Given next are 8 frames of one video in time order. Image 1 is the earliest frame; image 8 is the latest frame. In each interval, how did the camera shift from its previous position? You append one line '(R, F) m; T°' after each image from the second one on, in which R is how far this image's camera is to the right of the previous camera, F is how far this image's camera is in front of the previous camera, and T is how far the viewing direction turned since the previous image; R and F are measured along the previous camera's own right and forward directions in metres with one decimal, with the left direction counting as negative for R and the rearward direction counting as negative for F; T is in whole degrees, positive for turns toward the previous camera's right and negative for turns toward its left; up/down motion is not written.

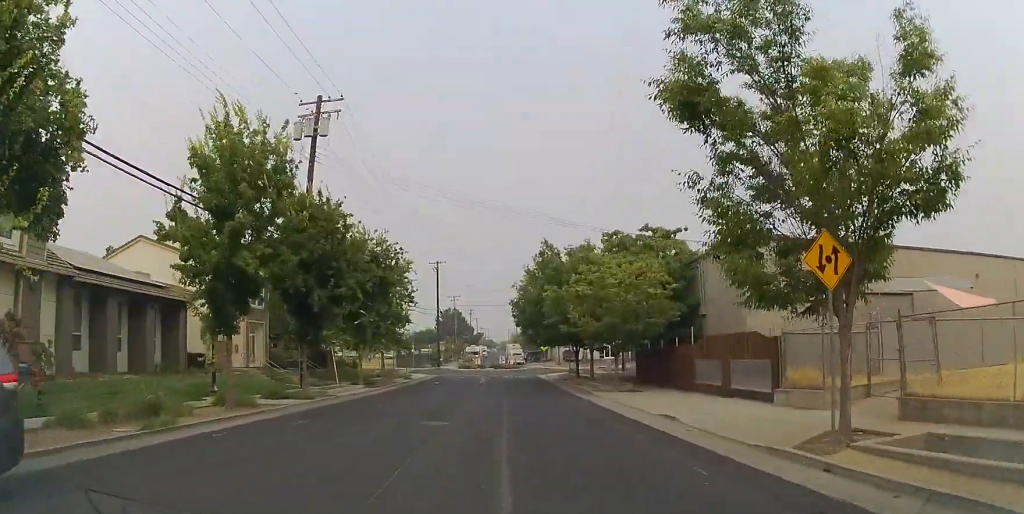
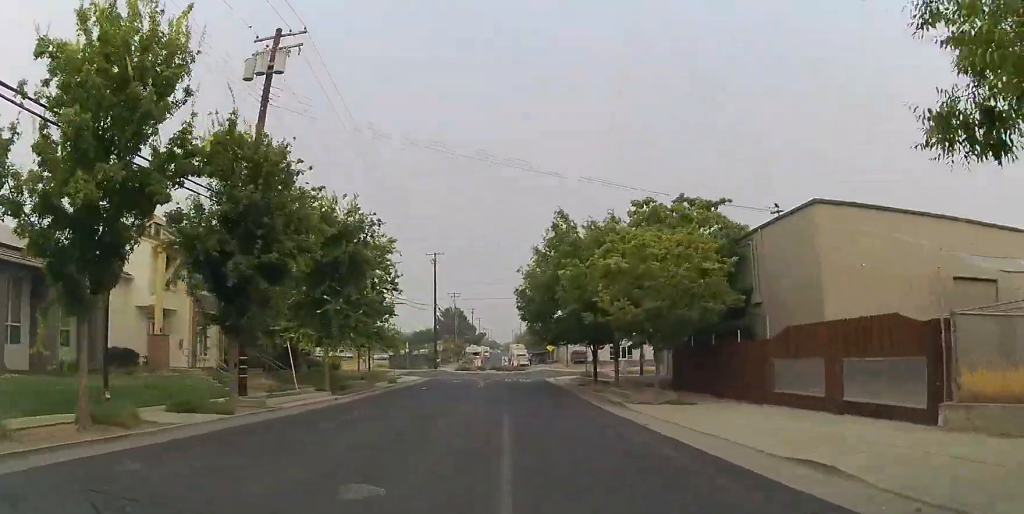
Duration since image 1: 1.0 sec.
(0.0, +6.8) m; 0°
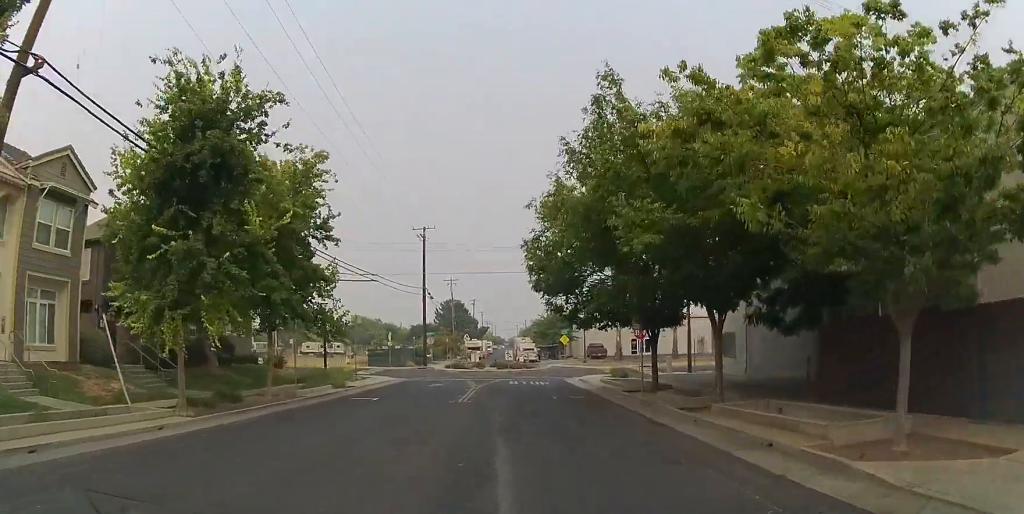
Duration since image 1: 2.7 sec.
(0.0, +12.4) m; 0°
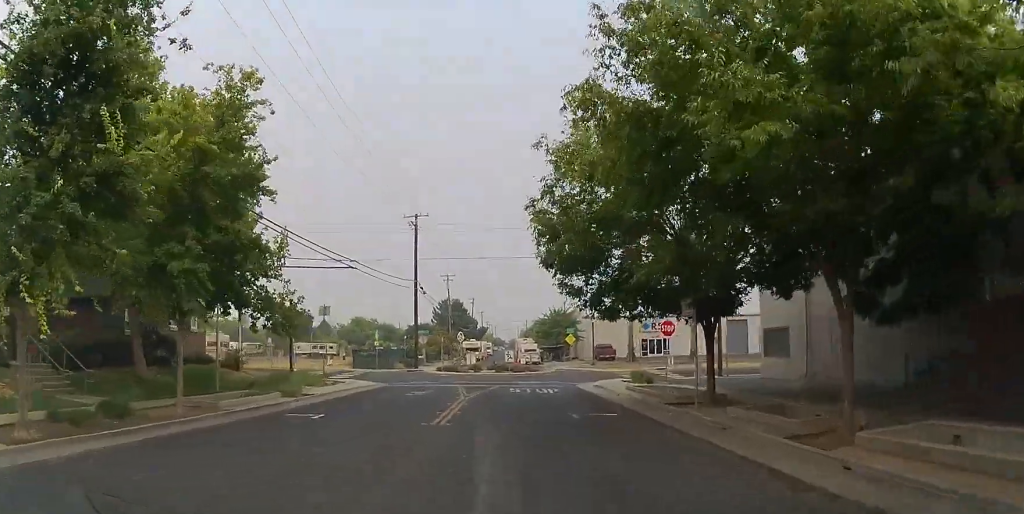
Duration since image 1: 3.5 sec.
(0.0, +5.7) m; 0°
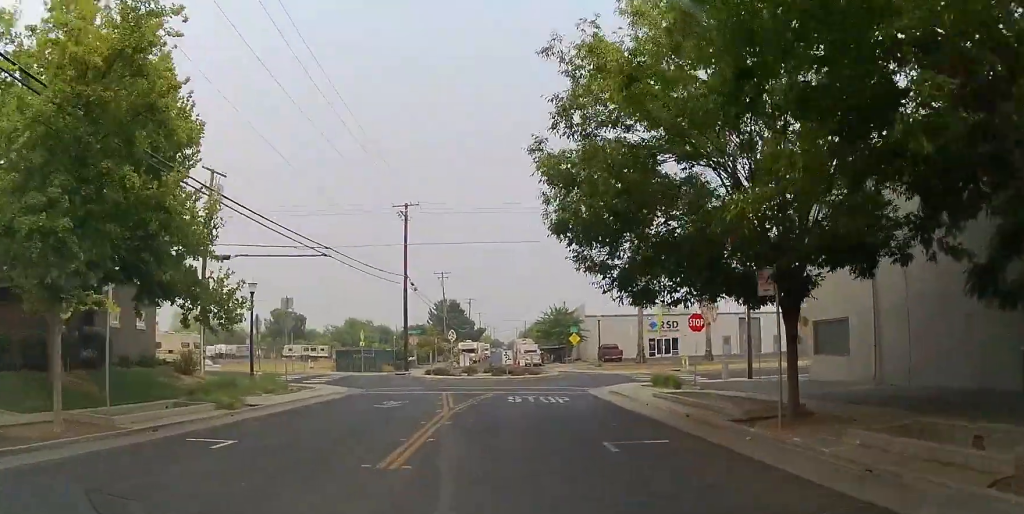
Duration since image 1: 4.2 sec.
(0.0, +4.7) m; 0°
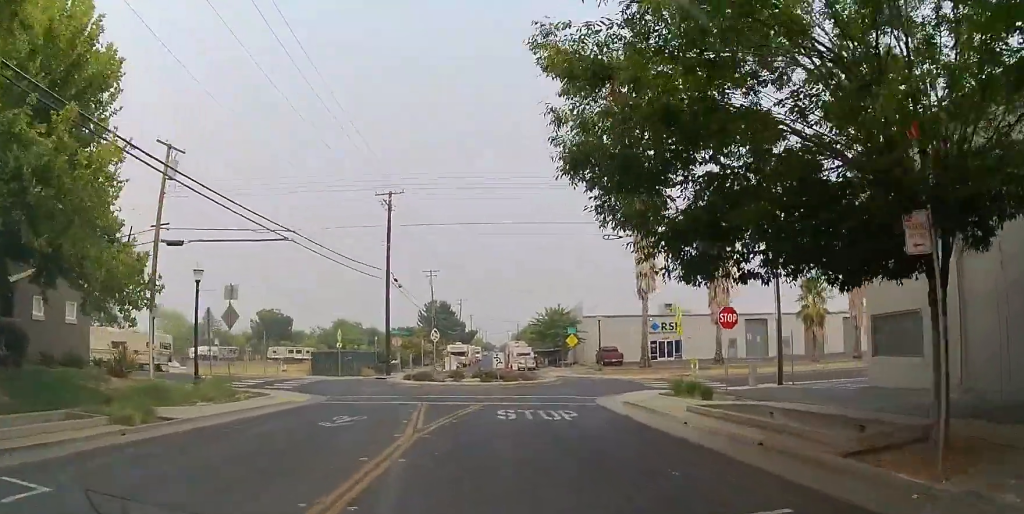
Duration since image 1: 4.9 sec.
(0.0, +4.3) m; 0°
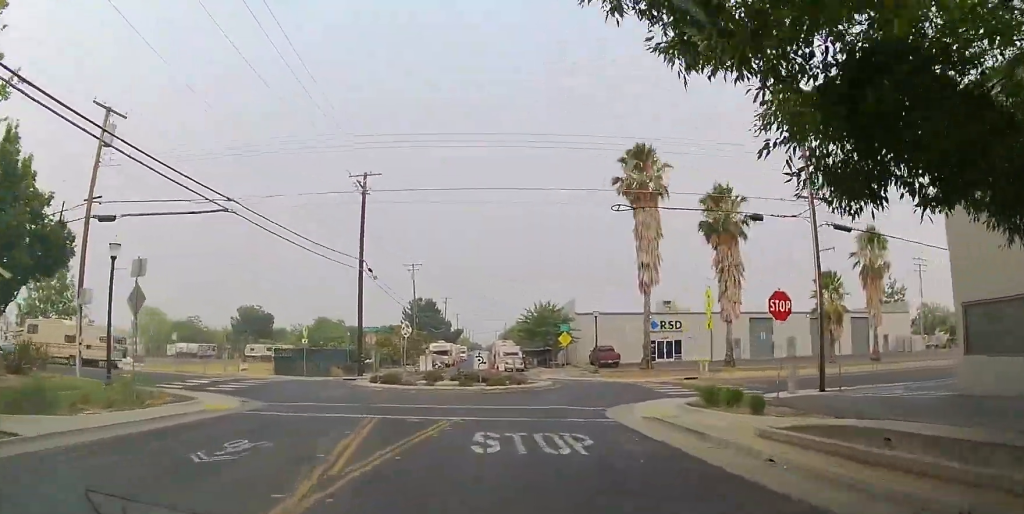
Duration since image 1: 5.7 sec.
(0.0, +4.9) m; 0°
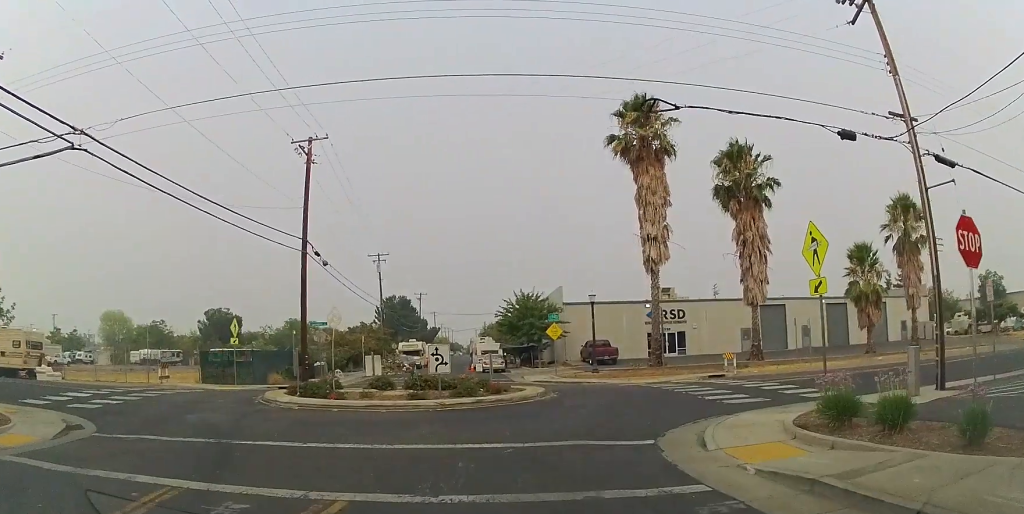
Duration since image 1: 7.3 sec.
(0.0, +8.7) m; +1°
